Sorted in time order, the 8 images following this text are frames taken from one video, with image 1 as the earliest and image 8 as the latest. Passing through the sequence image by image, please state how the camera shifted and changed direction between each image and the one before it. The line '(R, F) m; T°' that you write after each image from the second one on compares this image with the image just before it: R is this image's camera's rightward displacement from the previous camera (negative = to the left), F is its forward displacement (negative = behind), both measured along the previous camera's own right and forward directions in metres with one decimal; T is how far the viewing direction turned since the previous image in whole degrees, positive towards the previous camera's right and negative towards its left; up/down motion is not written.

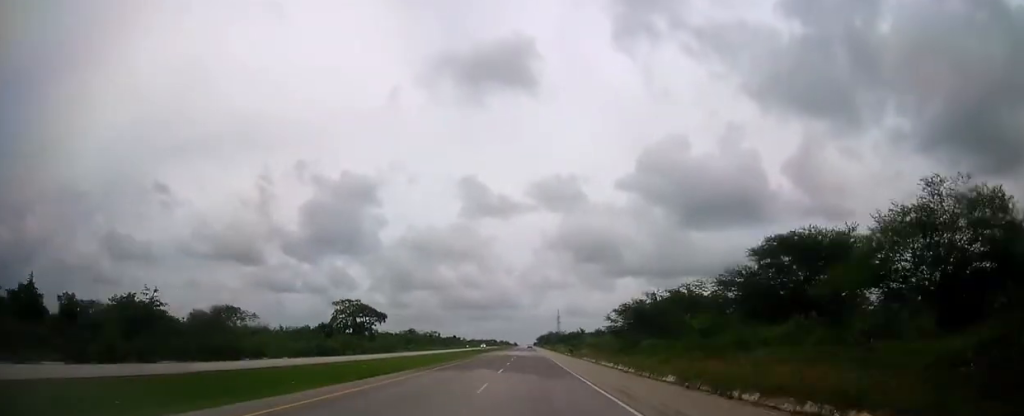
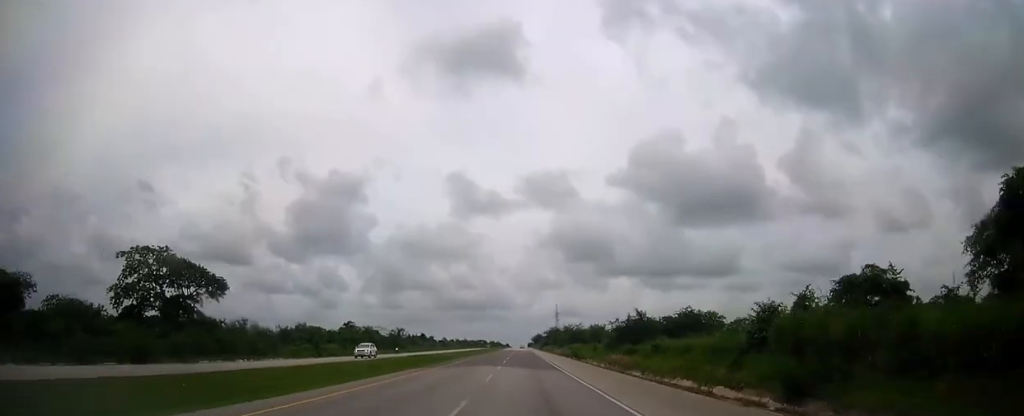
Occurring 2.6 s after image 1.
(+0.2, +78.2) m; 0°
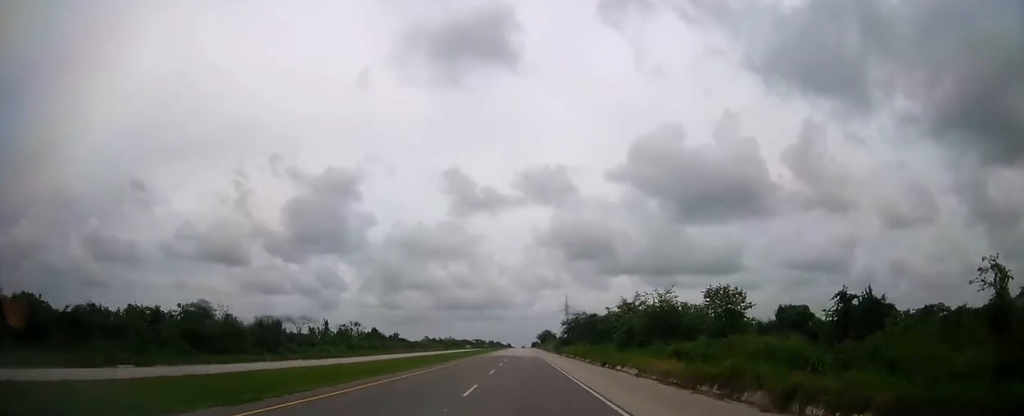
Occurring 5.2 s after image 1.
(-0.1, +78.8) m; 0°
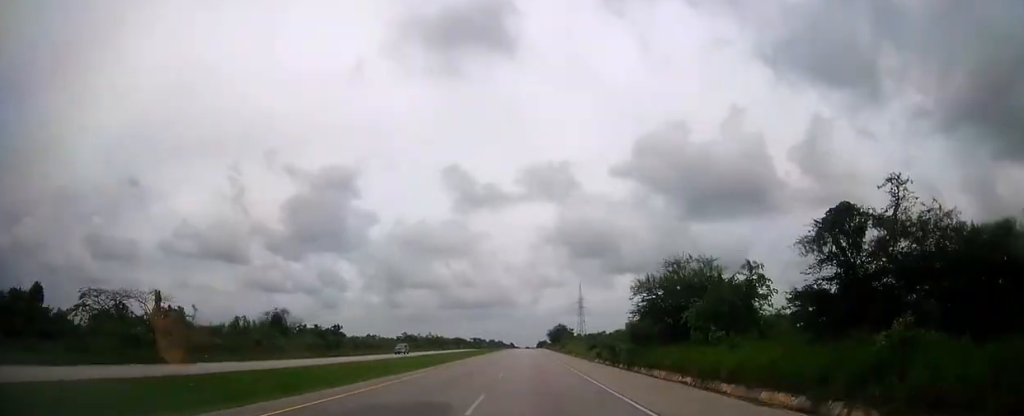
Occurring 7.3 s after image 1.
(-0.1, +63.1) m; 0°
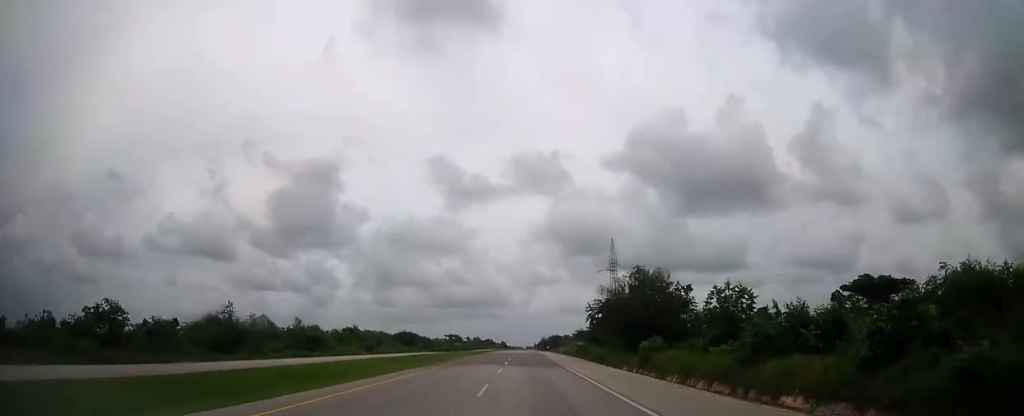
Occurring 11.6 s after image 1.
(+0.2, +128.1) m; 0°
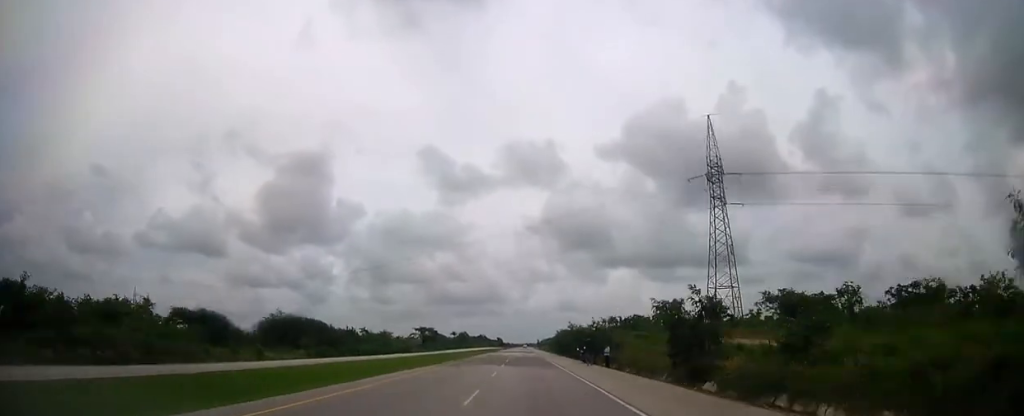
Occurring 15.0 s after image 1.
(+0.1, +99.1) m; 0°
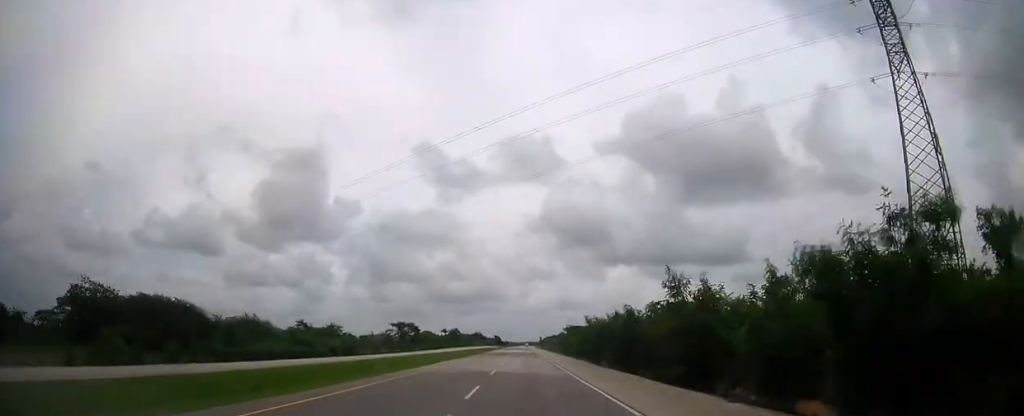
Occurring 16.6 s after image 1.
(+0.1, +46.1) m; 0°
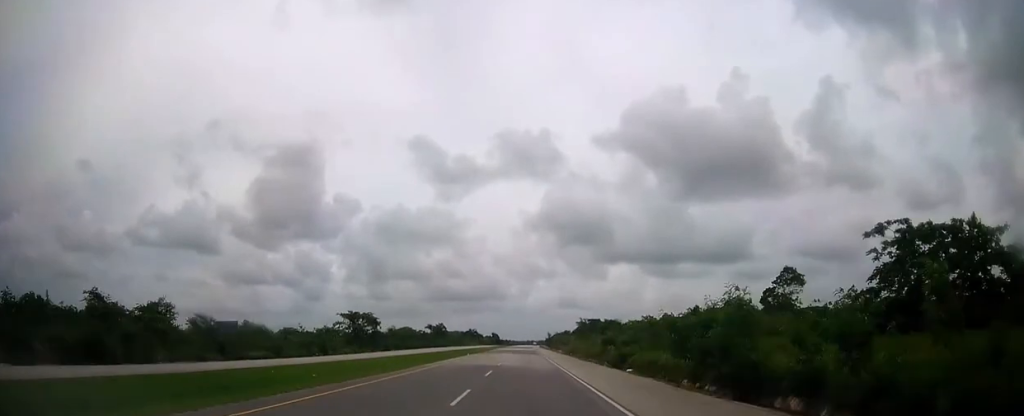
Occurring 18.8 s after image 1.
(+0.1, +62.8) m; 0°
